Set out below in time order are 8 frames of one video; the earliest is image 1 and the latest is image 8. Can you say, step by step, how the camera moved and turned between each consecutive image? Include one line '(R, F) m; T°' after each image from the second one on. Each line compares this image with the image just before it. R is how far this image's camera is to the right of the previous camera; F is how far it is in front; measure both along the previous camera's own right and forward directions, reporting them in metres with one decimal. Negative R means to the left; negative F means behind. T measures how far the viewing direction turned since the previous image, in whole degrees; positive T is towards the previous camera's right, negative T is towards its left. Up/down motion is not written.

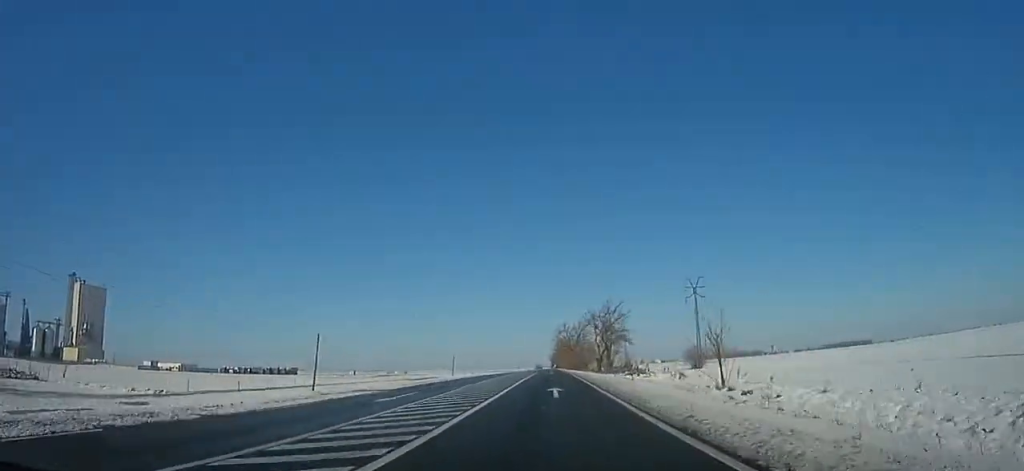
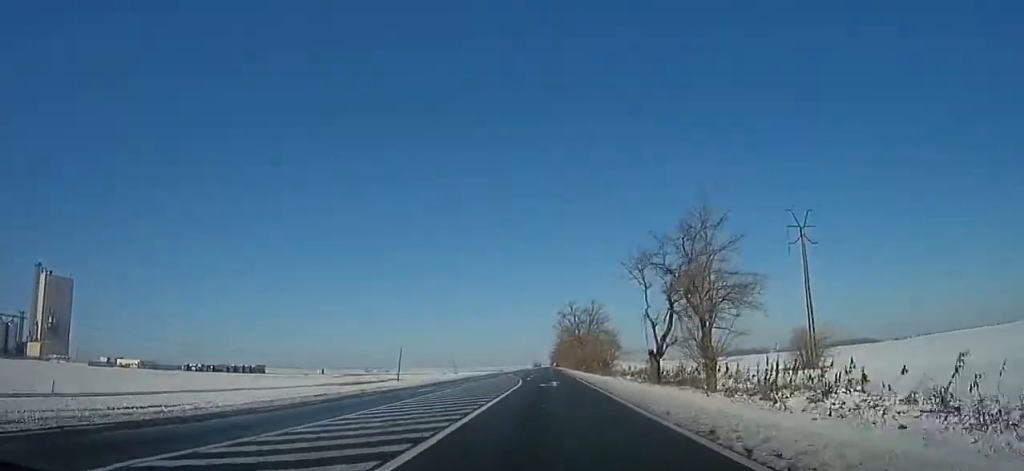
(+0.4, +35.4) m; -1°
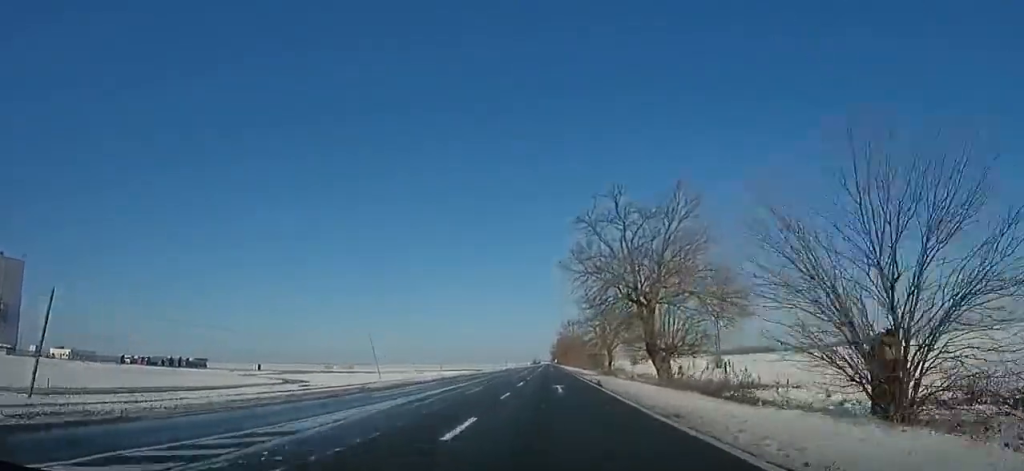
(-1.3, +49.6) m; 0°
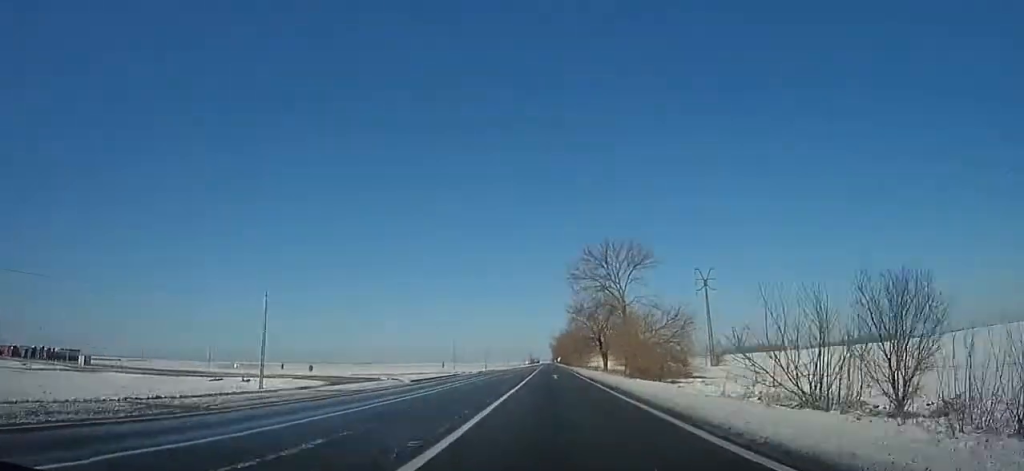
(+0.5, +72.3) m; 0°
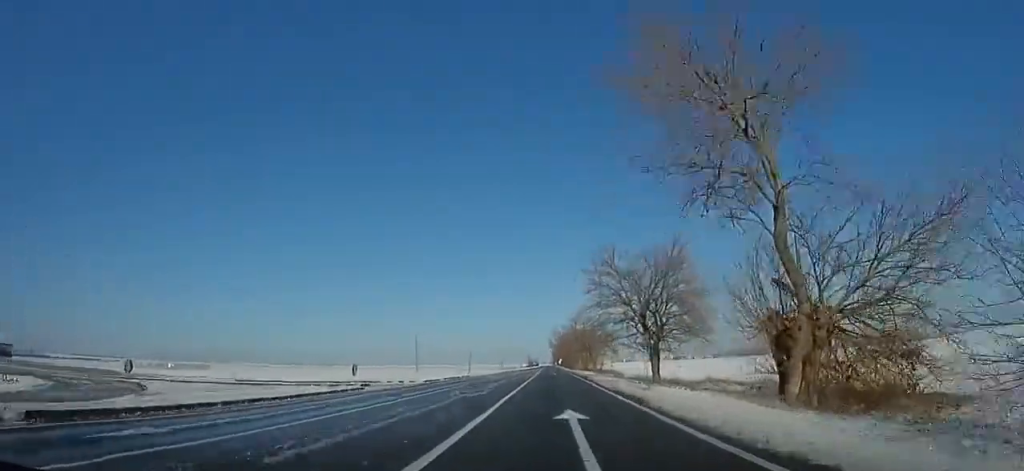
(-0.4, +28.6) m; 0°
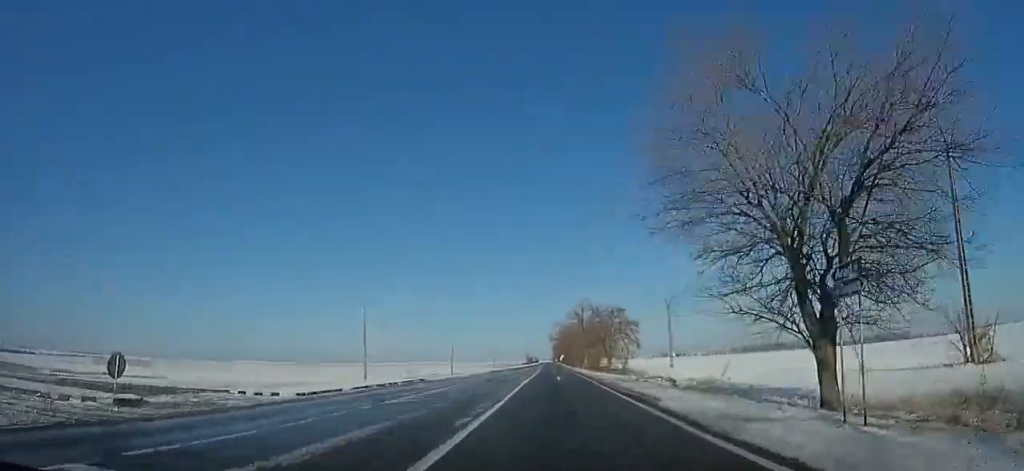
(+0.5, +20.6) m; 0°
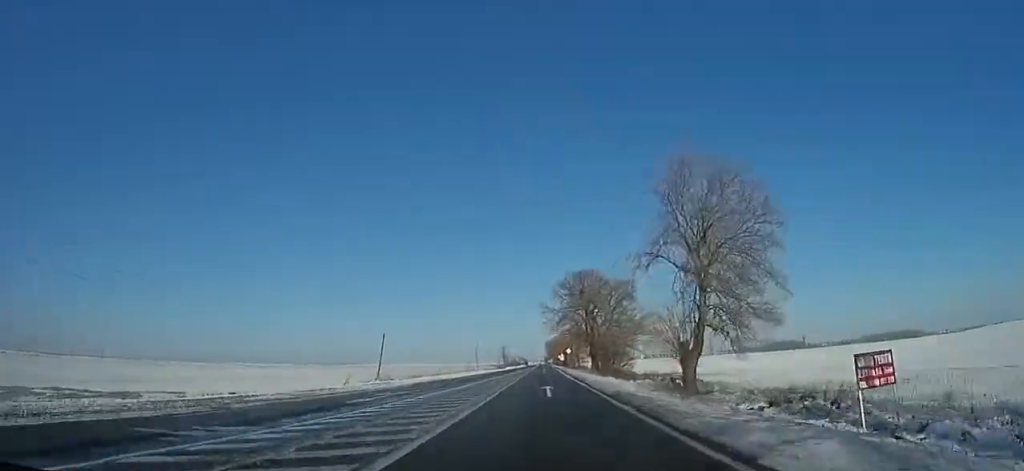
(-0.1, +92.2) m; +1°
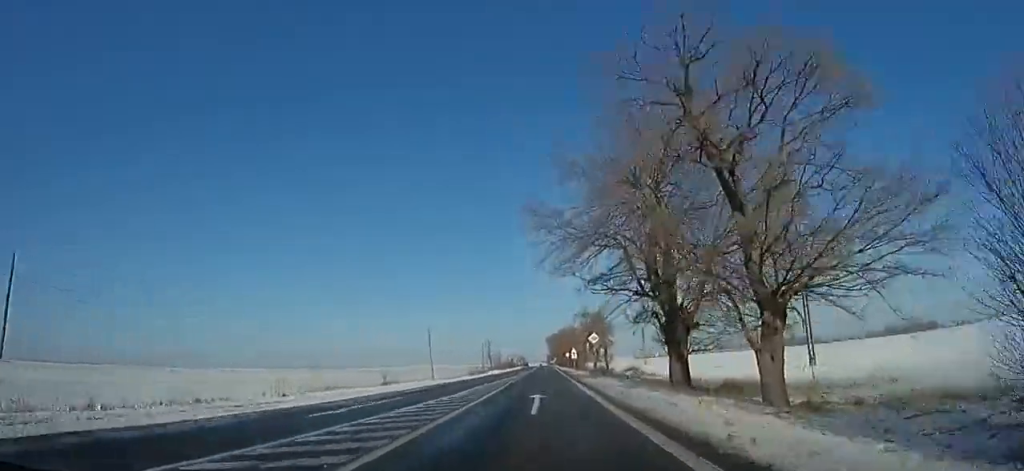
(+0.4, +39.5) m; +1°
